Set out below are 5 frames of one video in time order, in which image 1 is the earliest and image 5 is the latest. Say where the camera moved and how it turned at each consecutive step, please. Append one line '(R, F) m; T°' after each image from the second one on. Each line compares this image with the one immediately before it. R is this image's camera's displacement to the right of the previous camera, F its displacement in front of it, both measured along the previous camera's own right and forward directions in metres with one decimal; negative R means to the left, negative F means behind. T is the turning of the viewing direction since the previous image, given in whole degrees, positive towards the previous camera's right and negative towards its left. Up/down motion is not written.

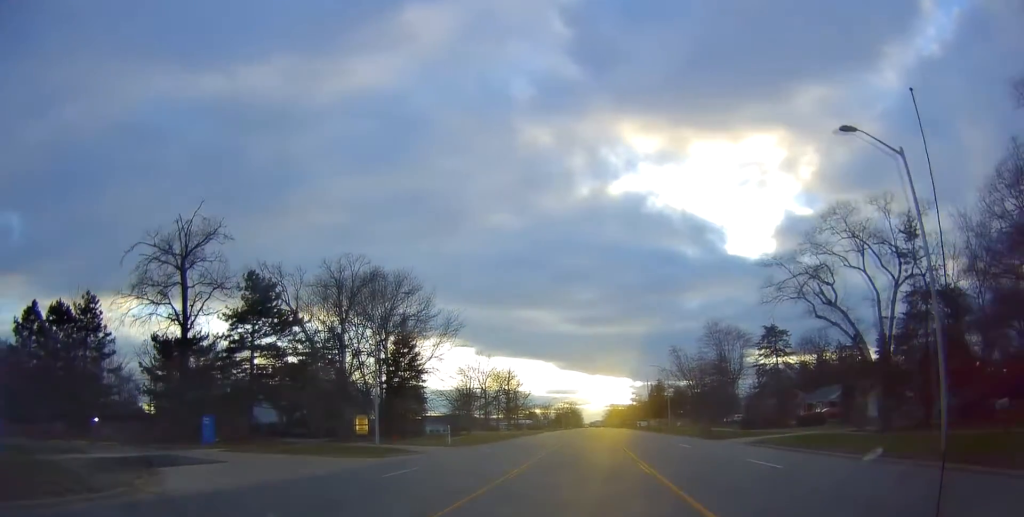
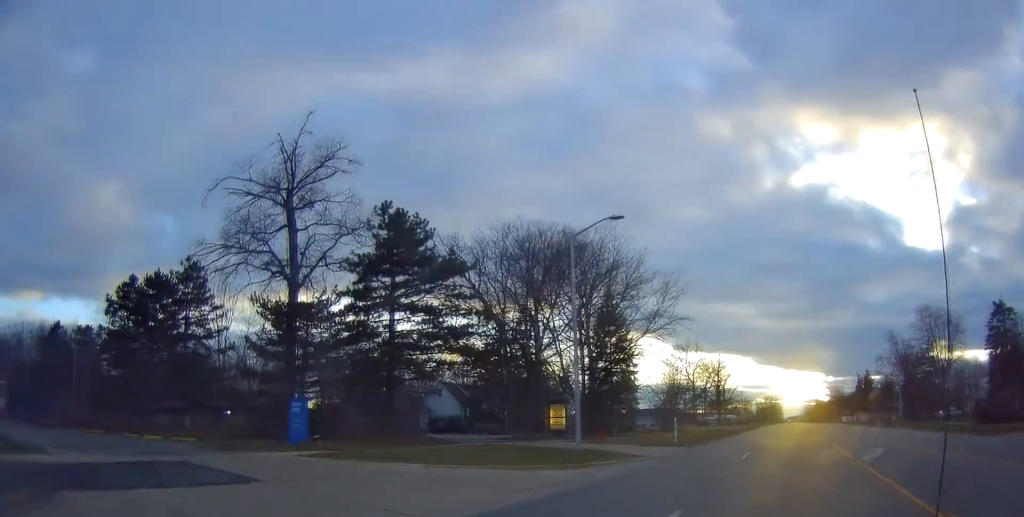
(-1.0, +14.5) m; -10°
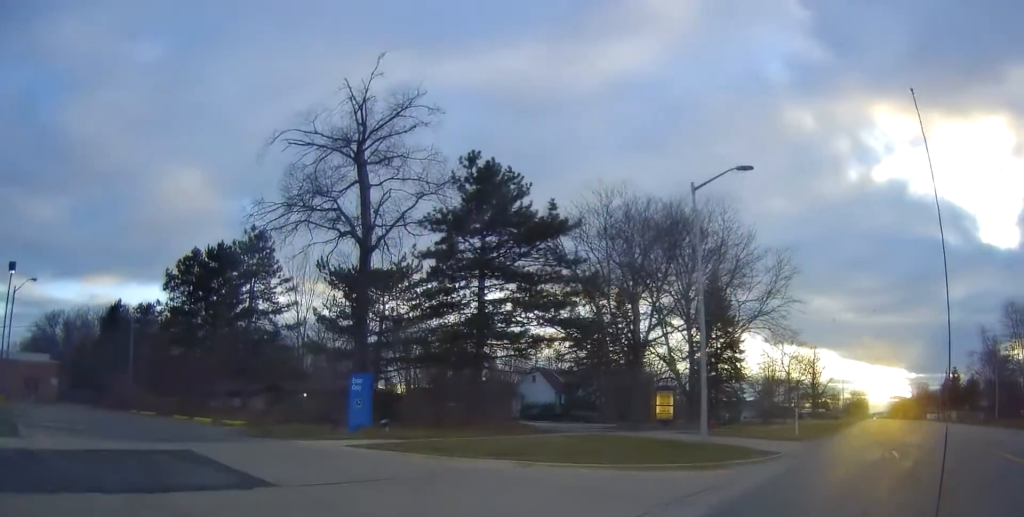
(+0.1, +5.1) m; -7°
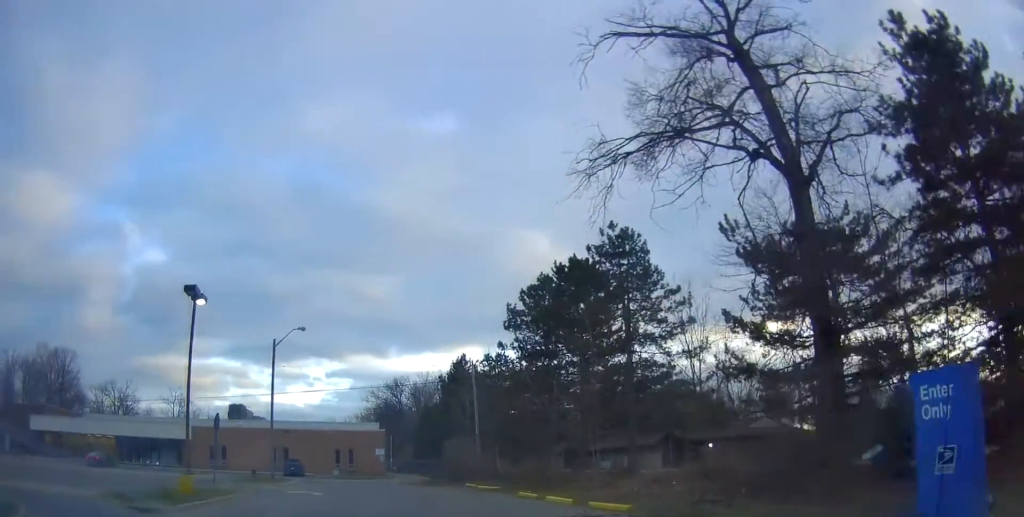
(-5.1, +12.0) m; -40°
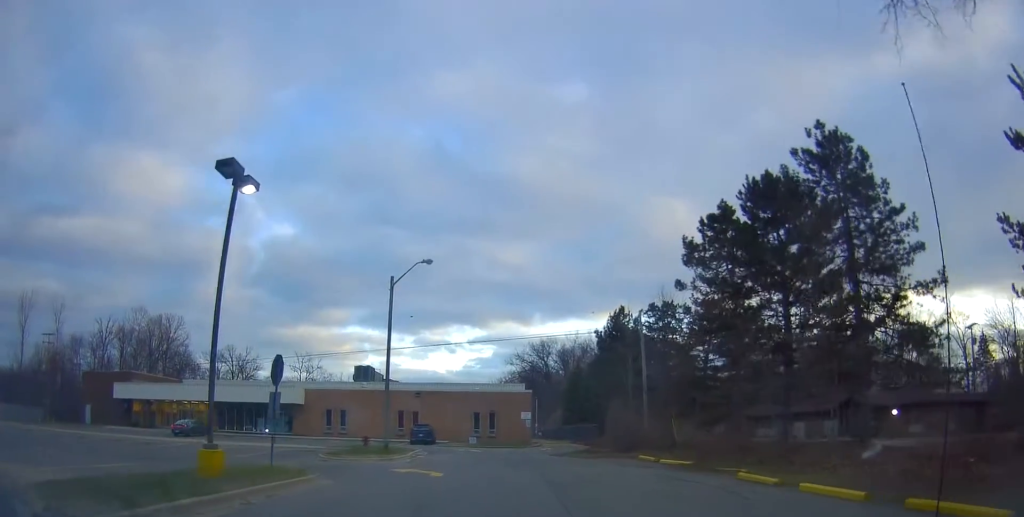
(-0.5, +7.2) m; -14°
